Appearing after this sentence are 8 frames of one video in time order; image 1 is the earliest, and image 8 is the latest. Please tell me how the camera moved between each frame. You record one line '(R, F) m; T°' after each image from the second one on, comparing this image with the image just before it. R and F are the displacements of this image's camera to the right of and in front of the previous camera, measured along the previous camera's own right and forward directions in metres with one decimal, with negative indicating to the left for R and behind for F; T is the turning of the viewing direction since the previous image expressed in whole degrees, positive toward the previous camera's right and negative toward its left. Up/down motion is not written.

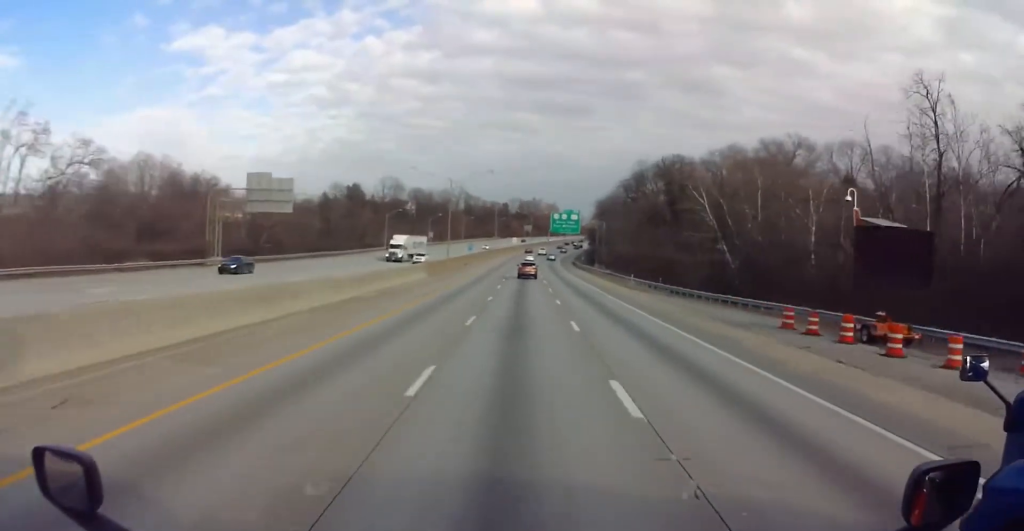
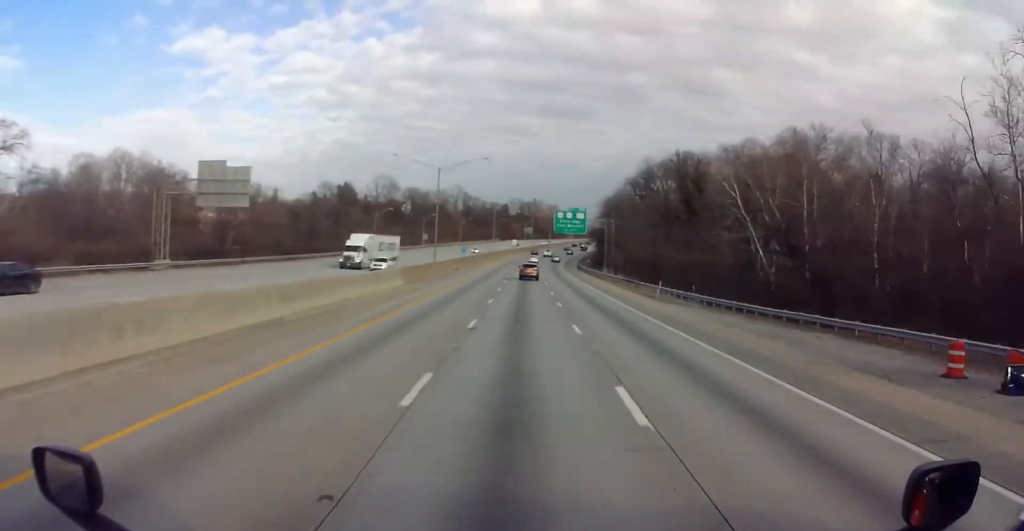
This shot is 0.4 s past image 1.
(0.0, +12.5) m; 0°
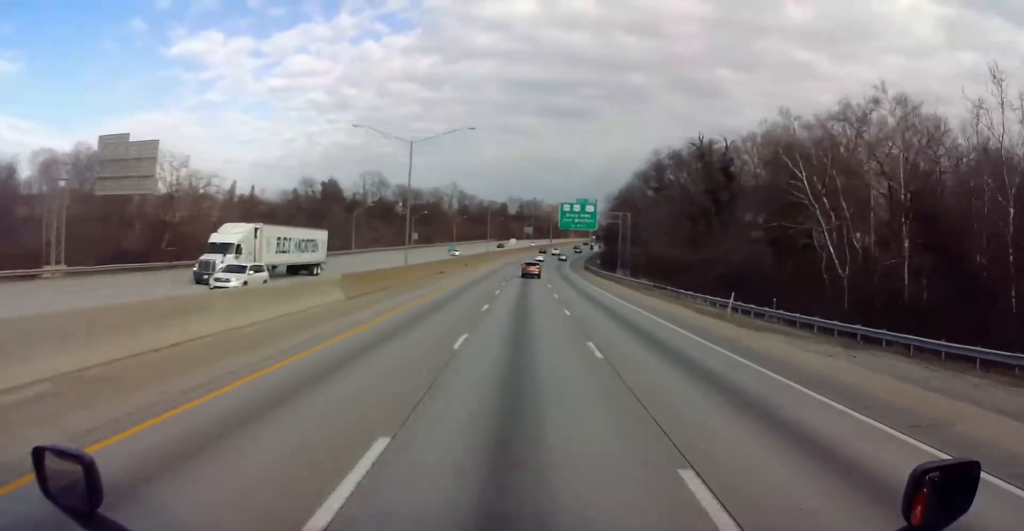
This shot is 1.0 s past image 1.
(0.0, +17.4) m; 0°
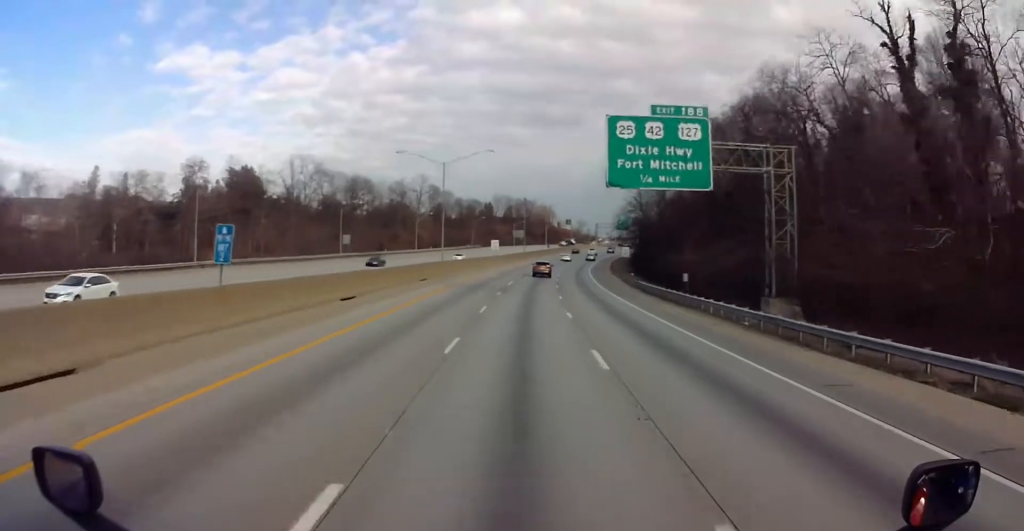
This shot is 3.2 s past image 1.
(+0.1, +62.0) m; 0°
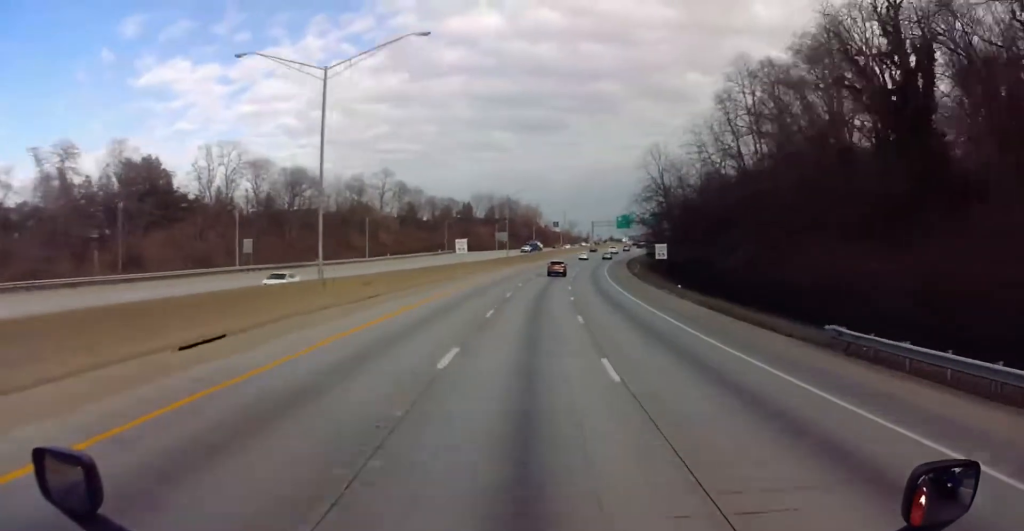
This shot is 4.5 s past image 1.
(0.0, +38.0) m; +1°
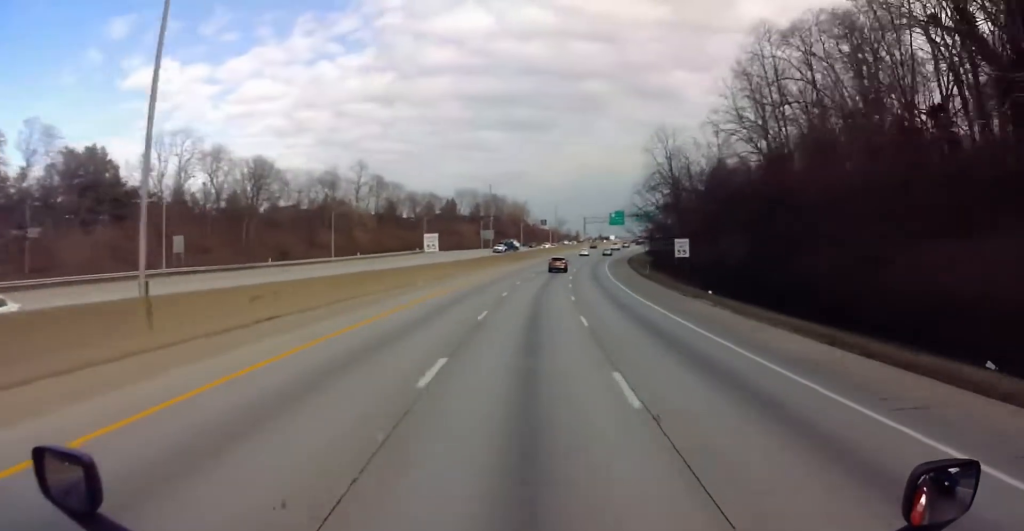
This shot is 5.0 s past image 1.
(-0.2, +14.5) m; +2°
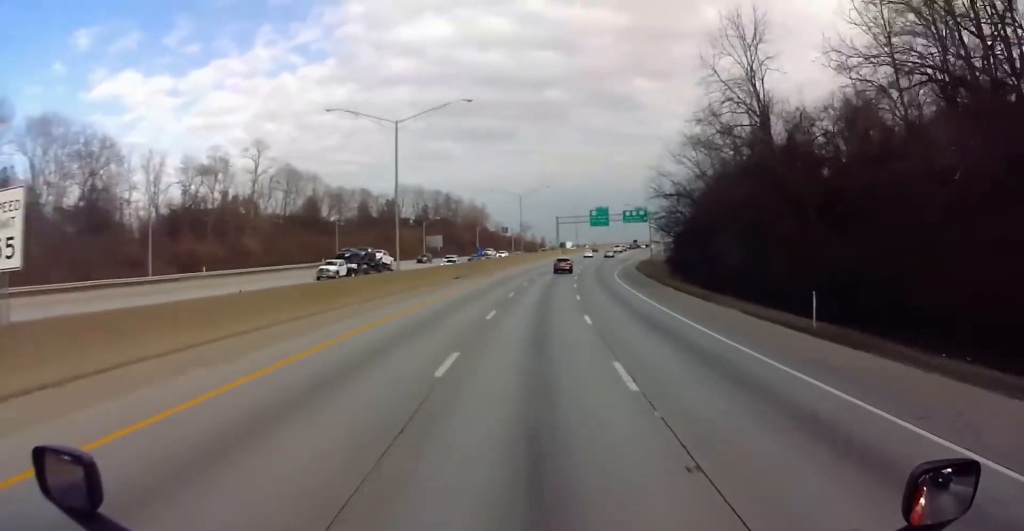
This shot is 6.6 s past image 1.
(+2.5, +46.4) m; +4°
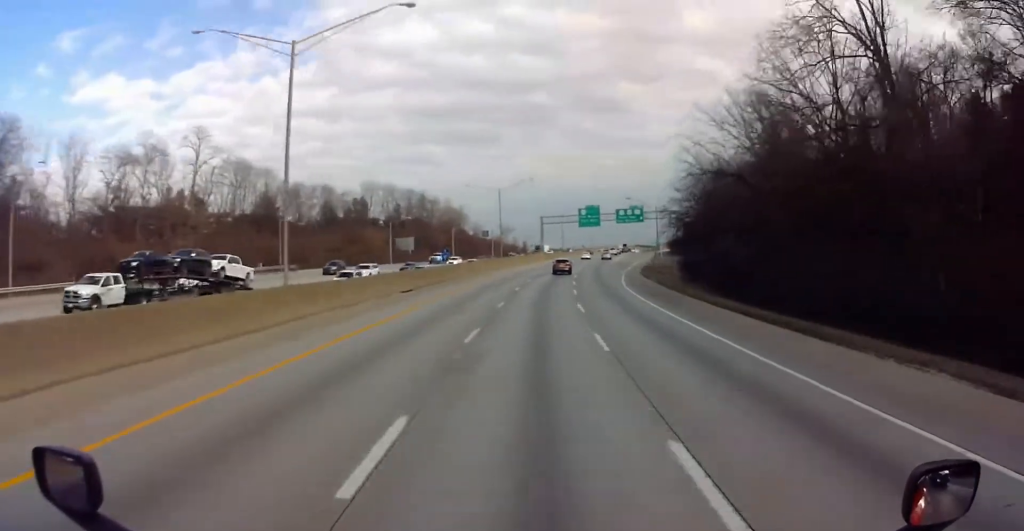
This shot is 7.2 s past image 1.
(0.0, +18.6) m; 0°
